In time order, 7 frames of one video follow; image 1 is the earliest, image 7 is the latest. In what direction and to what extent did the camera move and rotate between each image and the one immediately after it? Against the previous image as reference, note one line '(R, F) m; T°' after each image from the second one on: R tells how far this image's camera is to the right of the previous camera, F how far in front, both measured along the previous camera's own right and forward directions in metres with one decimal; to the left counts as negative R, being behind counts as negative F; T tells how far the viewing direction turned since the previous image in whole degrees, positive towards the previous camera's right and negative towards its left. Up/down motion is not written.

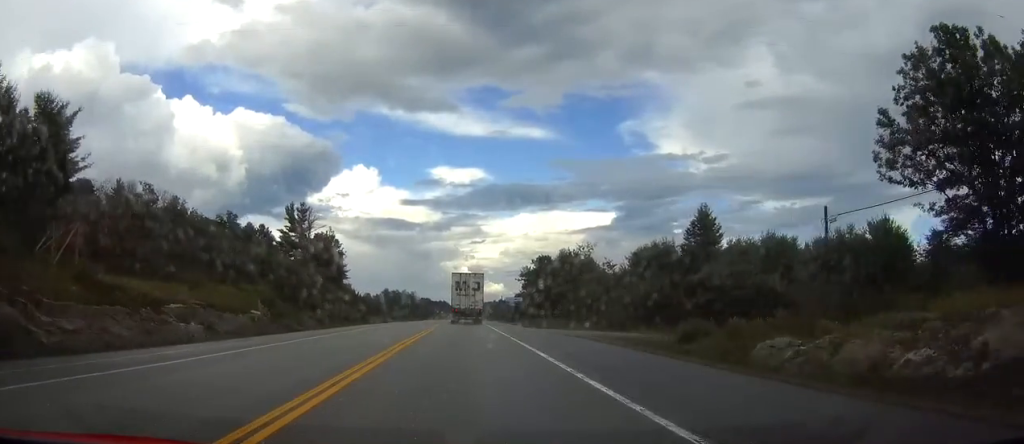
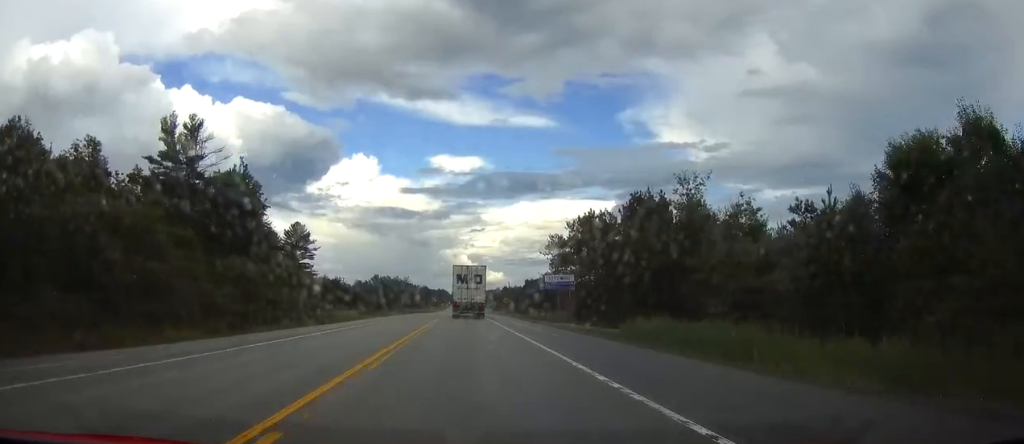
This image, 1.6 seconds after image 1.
(0.0, +48.5) m; 0°
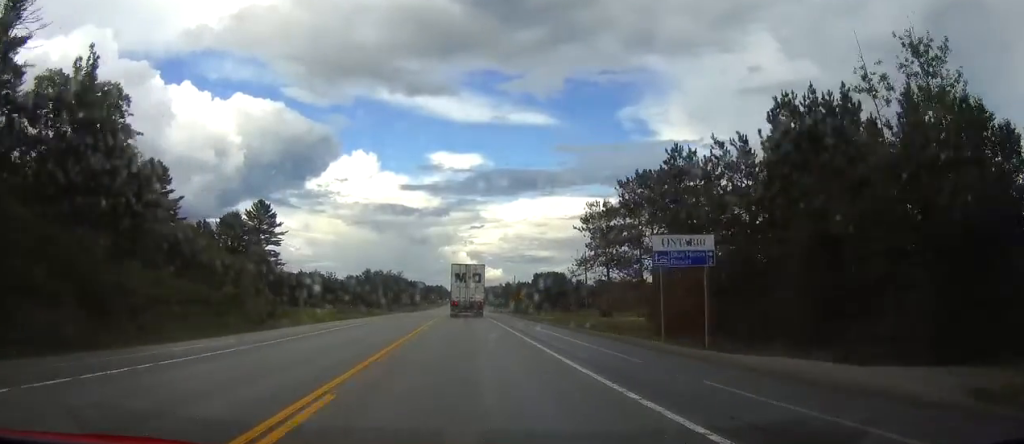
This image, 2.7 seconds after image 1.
(+0.1, +32.7) m; 0°
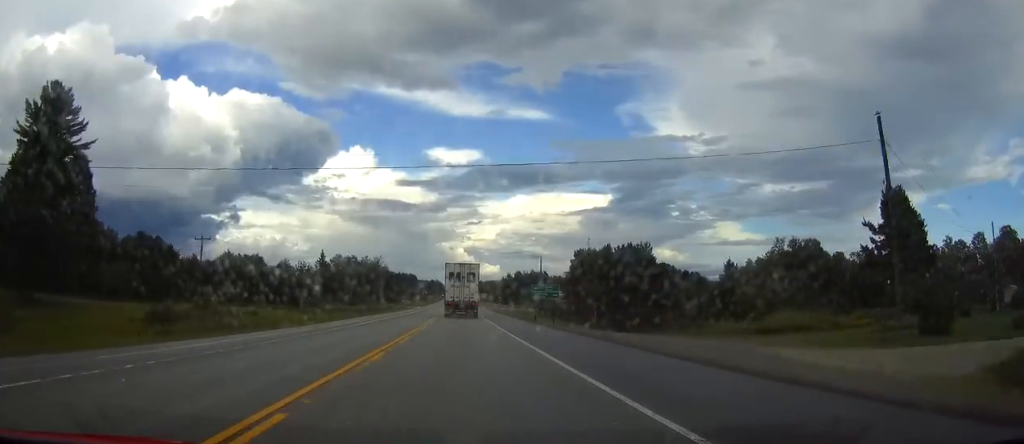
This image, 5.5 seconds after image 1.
(-0.1, +81.8) m; 0°
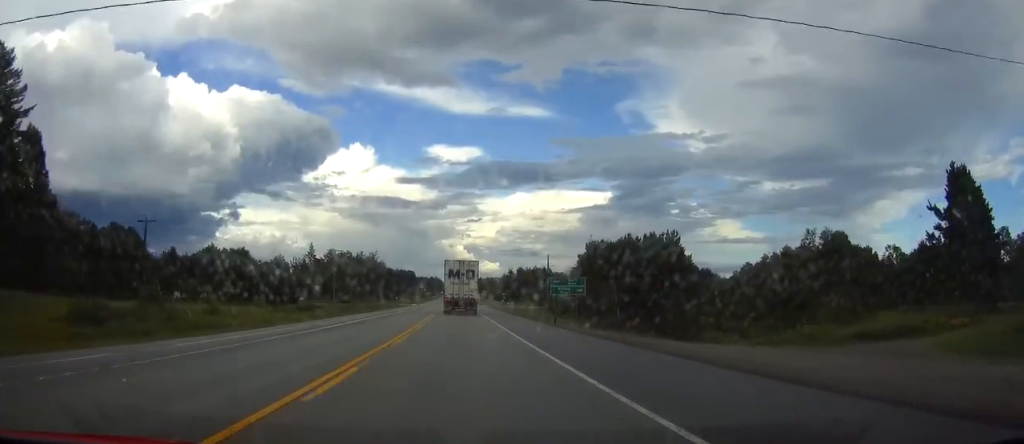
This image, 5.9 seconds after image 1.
(+0.1, +12.6) m; 0°
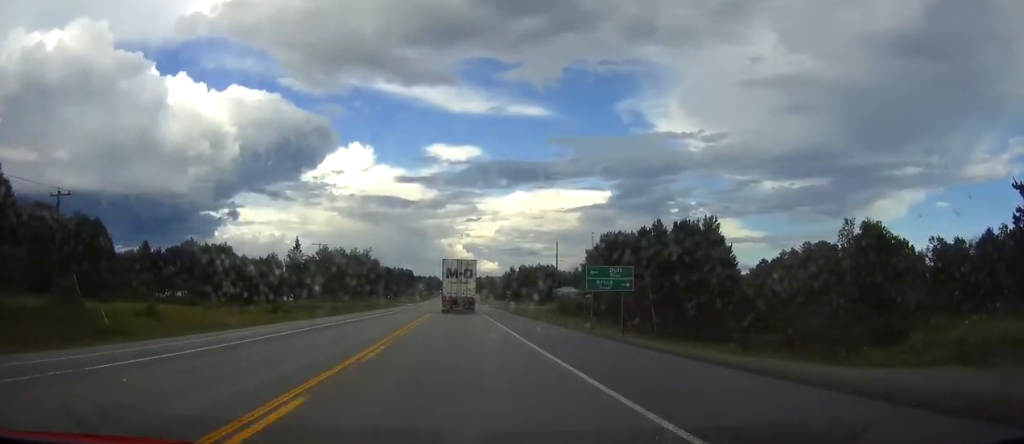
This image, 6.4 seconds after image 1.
(0.0, +13.6) m; 0°
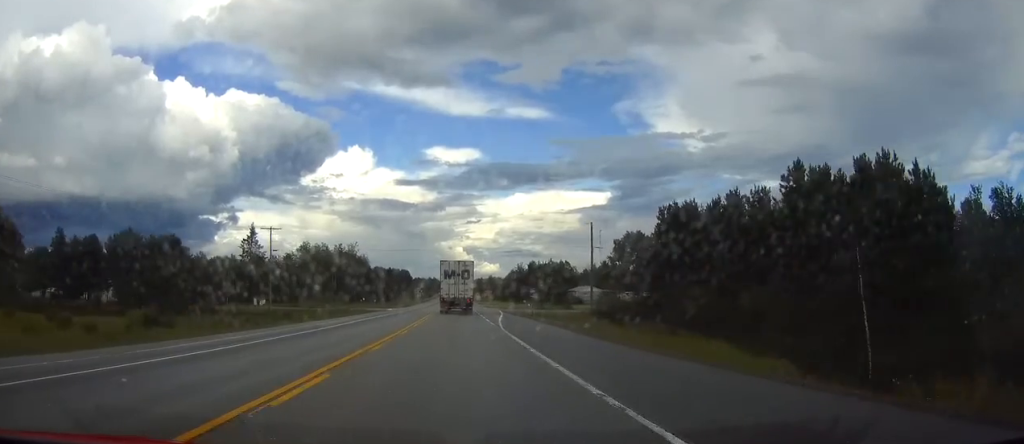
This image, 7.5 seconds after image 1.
(+0.2, +32.7) m; 0°
